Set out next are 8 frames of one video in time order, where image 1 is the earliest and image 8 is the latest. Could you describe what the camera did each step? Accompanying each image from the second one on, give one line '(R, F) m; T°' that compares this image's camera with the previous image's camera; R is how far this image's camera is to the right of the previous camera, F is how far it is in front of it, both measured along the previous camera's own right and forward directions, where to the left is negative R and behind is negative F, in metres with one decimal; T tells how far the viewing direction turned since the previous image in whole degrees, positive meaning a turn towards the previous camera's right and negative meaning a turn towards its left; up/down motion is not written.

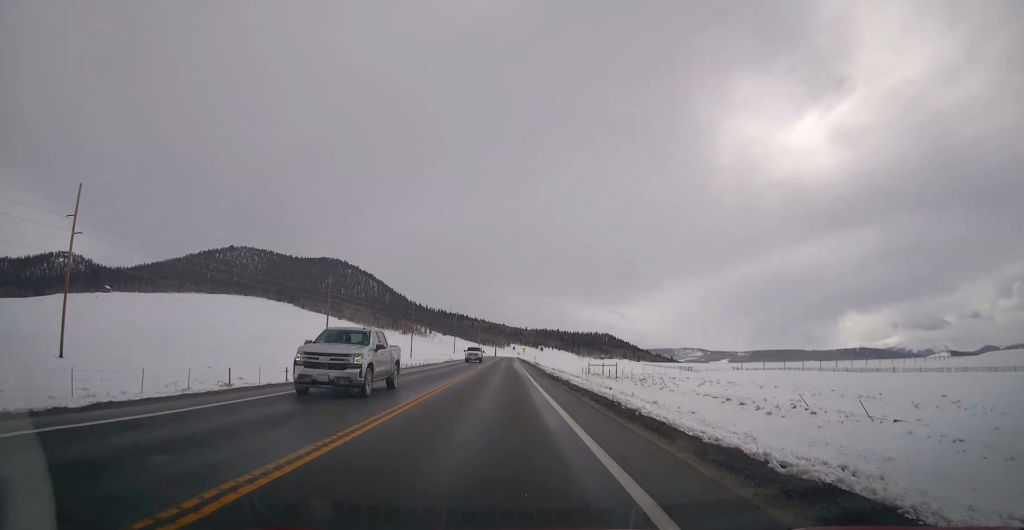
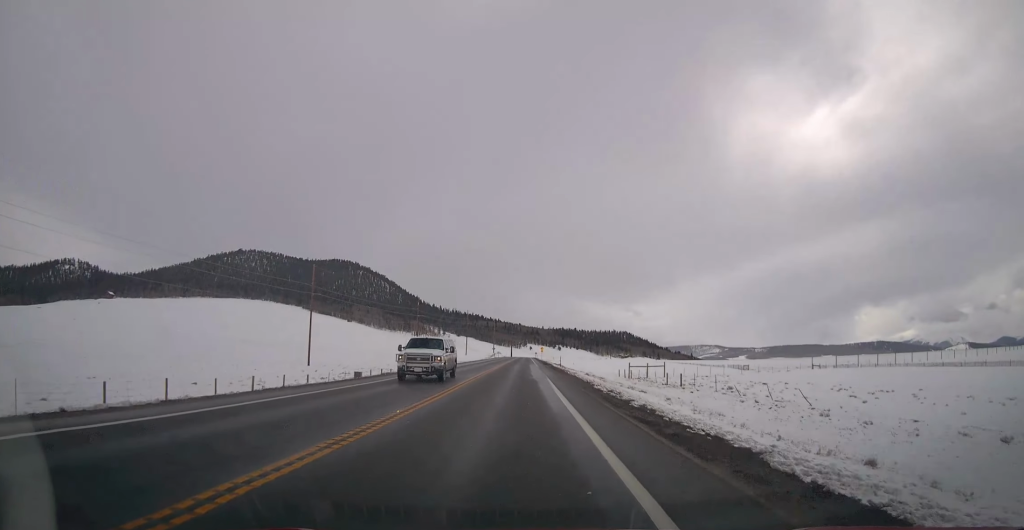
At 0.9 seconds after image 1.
(-0.1, +23.0) m; -1°
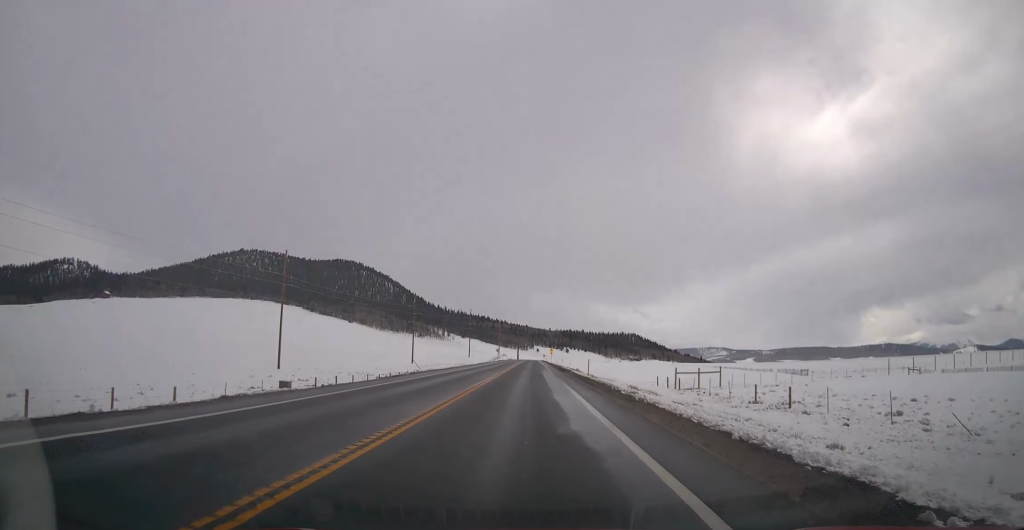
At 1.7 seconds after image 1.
(0.0, +19.8) m; -1°
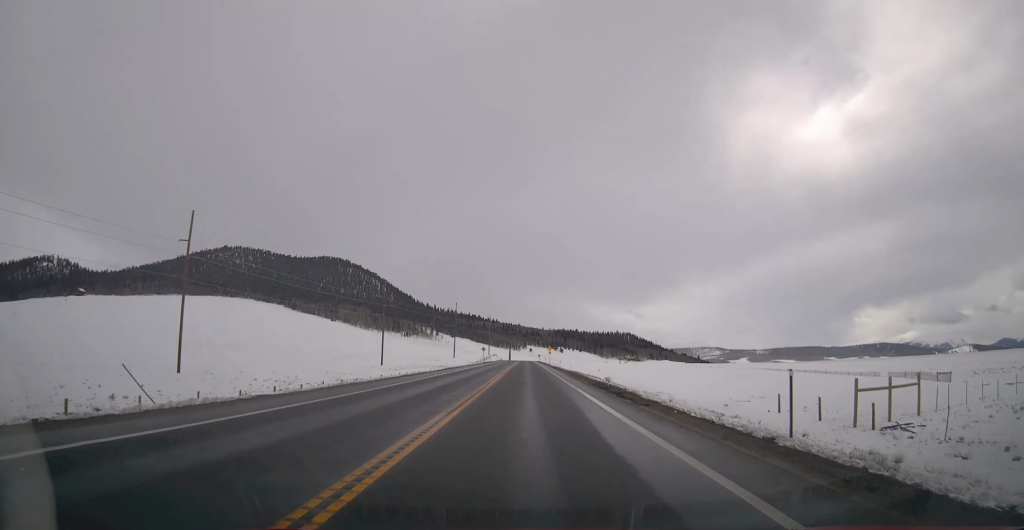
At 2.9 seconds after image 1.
(-0.5, +32.3) m; 0°
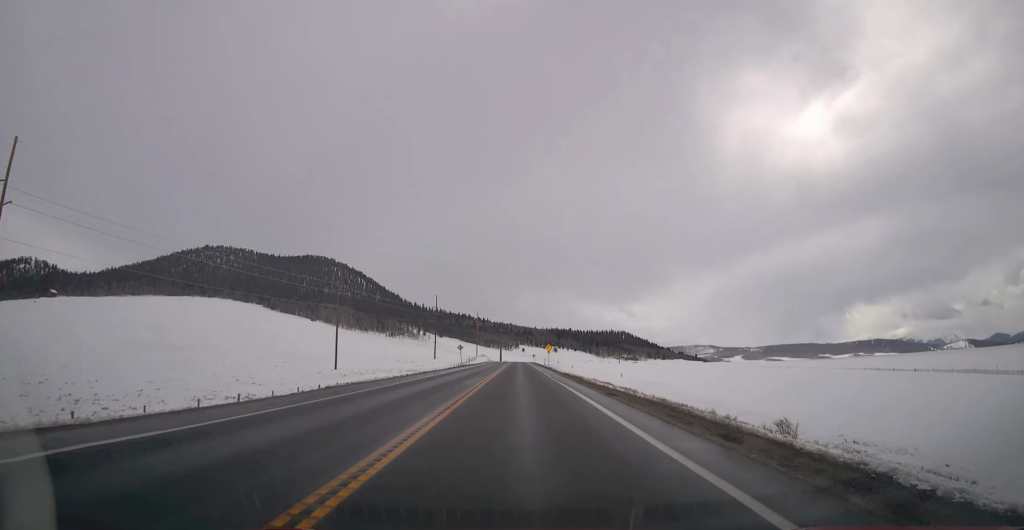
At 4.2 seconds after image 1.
(+0.1, +33.3) m; 0°
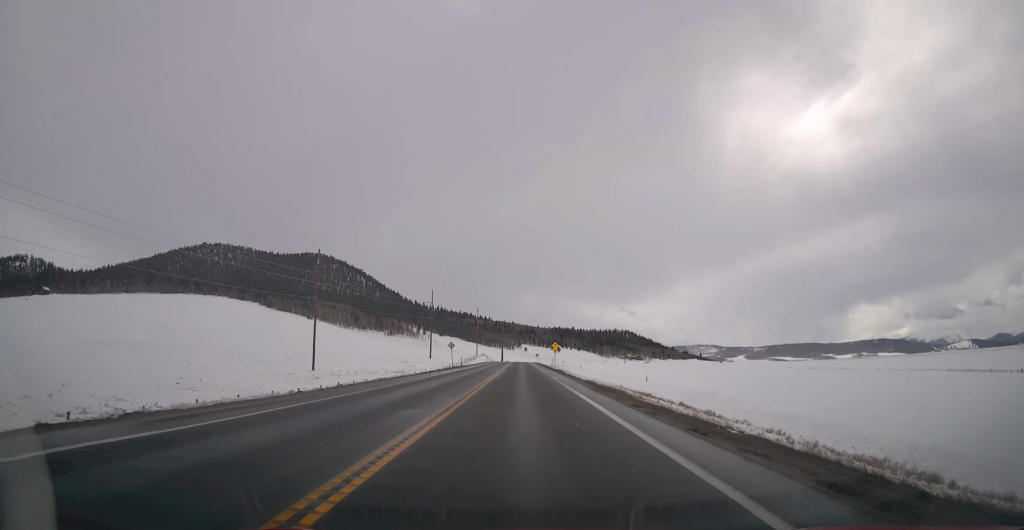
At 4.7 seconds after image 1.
(-0.2, +14.4) m; 0°
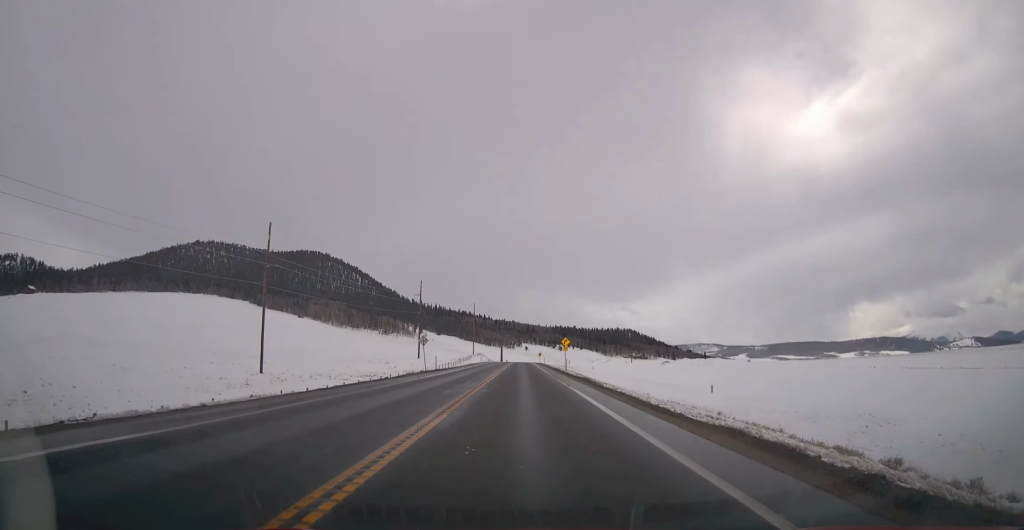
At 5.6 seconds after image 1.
(+0.5, +22.9) m; +1°
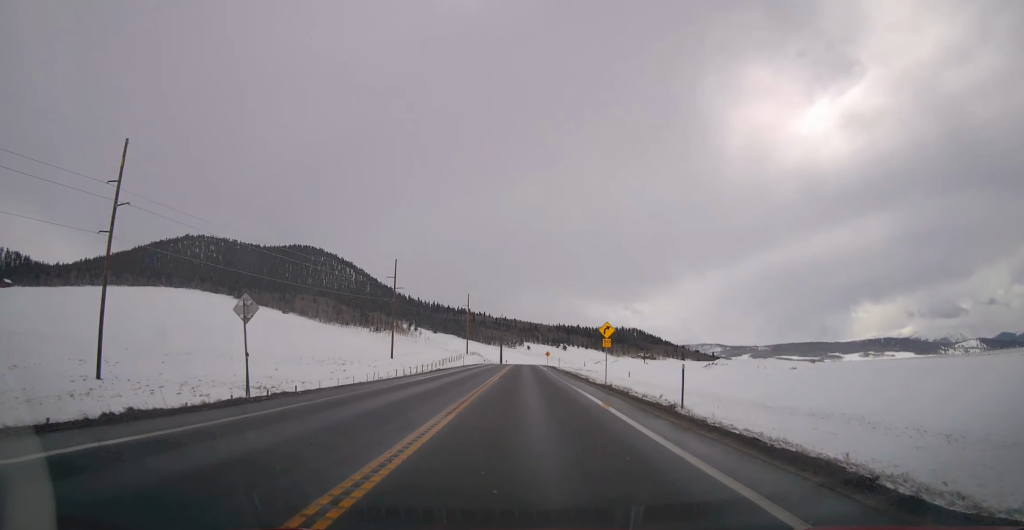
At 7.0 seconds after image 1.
(-0.5, +36.7) m; -2°
